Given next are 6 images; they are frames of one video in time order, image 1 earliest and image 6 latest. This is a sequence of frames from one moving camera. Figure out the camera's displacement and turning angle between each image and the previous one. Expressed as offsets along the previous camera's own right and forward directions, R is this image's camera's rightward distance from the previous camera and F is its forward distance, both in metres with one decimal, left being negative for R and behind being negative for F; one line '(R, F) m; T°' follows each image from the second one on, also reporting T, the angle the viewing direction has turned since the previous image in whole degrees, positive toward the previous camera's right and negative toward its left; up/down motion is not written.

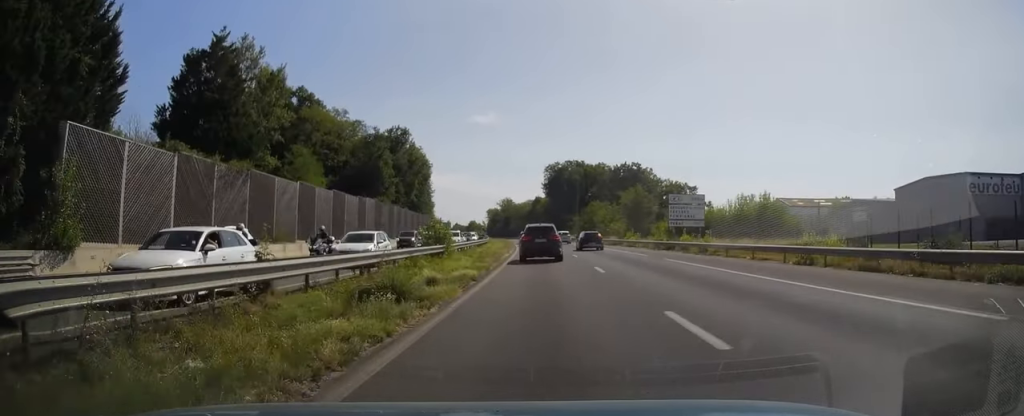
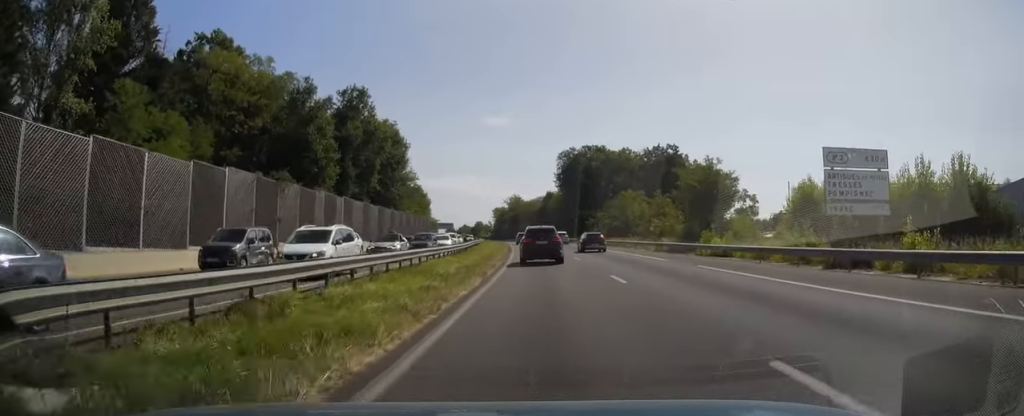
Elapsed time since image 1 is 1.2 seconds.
(-0.2, +30.5) m; 0°
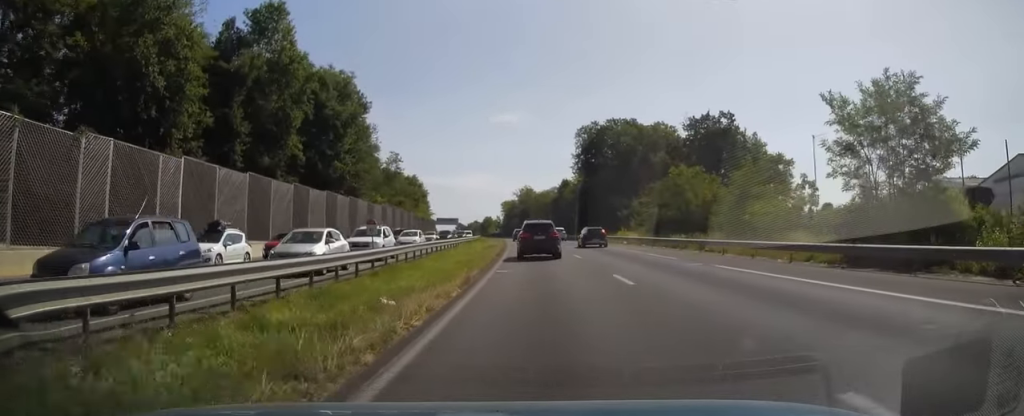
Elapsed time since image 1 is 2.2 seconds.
(0.0, +28.3) m; -2°
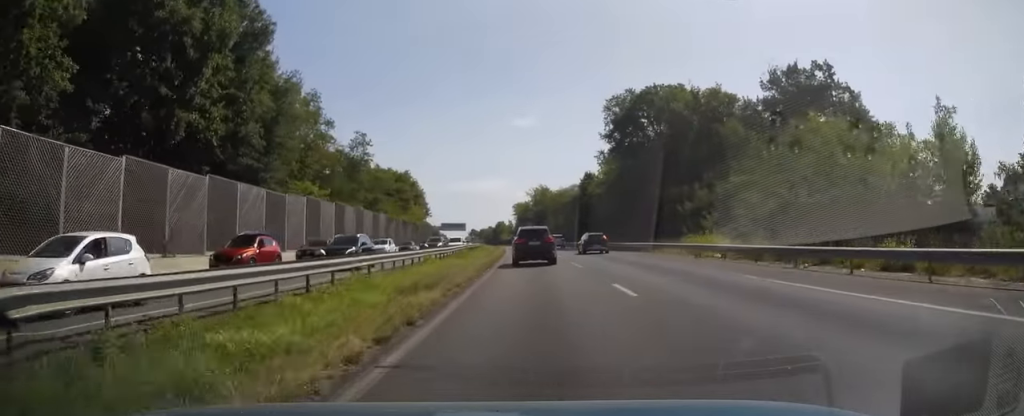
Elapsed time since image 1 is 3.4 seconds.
(-0.9, +29.1) m; -1°
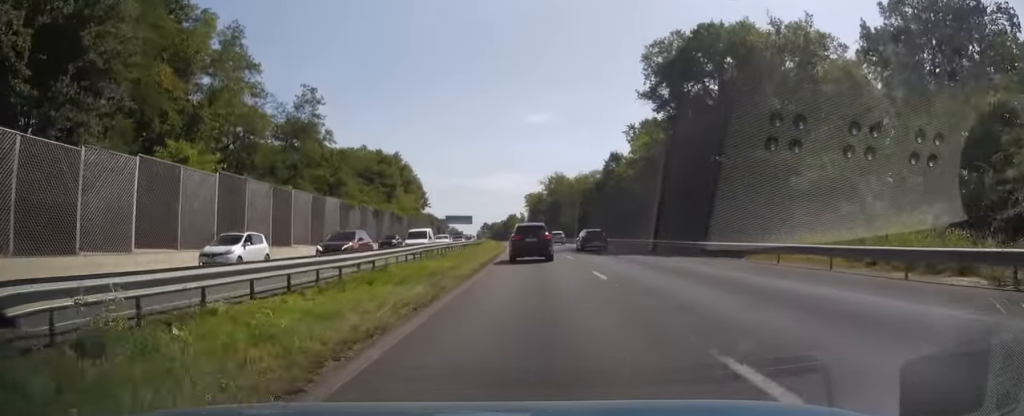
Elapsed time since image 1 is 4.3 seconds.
(+0.3, +23.4) m; -1°
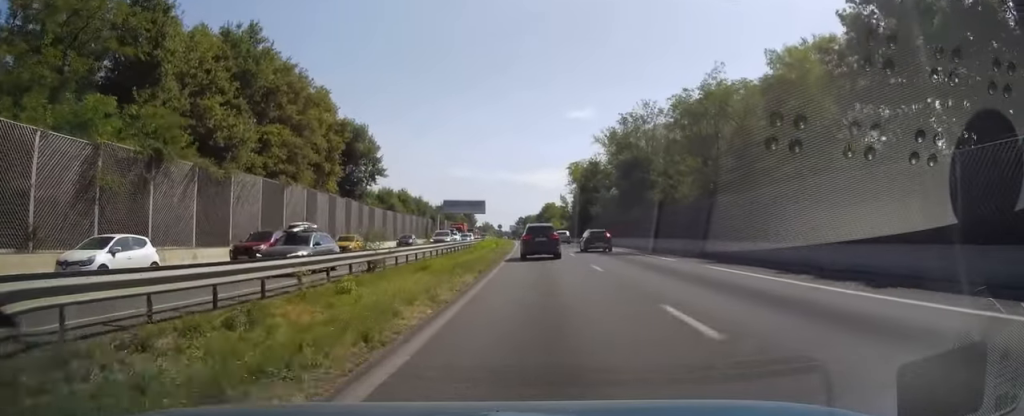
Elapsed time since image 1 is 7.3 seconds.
(-3.3, +77.2) m; -4°
